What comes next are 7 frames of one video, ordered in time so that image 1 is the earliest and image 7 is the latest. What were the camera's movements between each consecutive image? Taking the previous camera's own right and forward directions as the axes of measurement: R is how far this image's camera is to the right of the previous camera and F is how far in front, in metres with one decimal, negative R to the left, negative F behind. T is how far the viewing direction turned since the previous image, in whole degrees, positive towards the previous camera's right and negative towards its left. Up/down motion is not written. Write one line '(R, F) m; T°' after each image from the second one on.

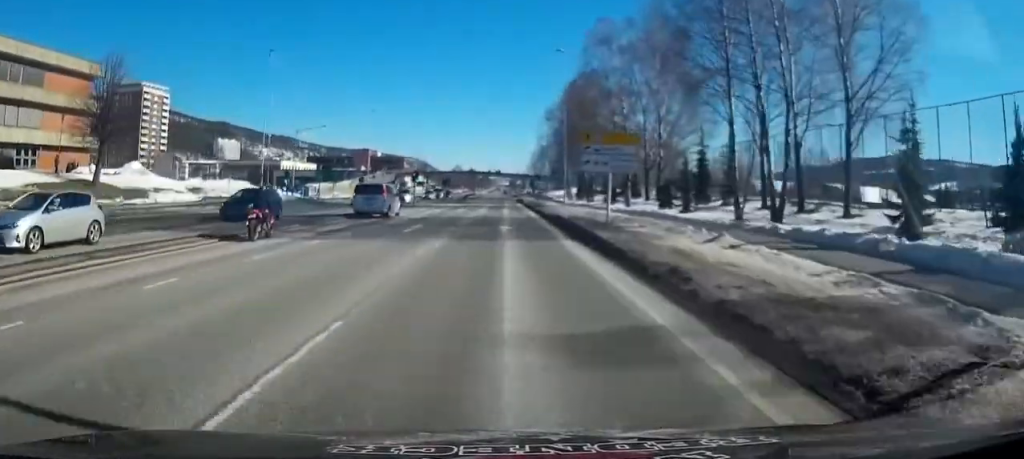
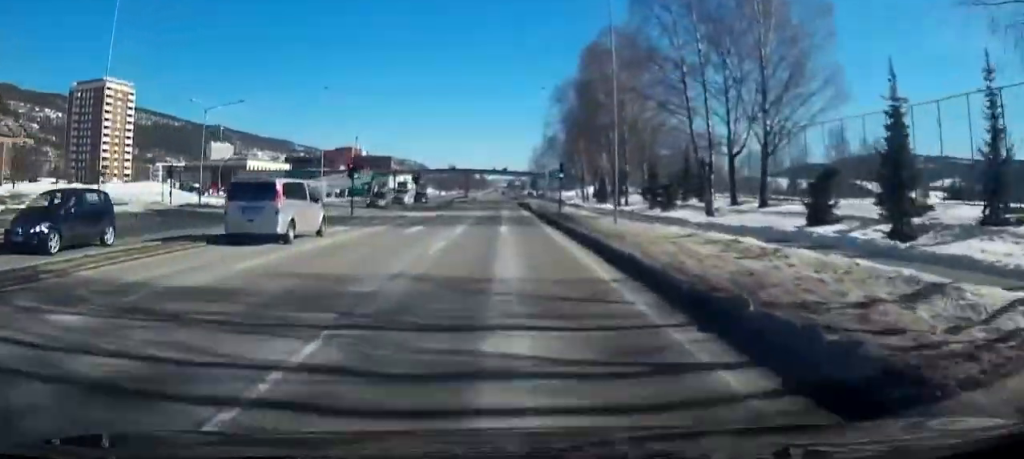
(-0.2, +24.1) m; 0°
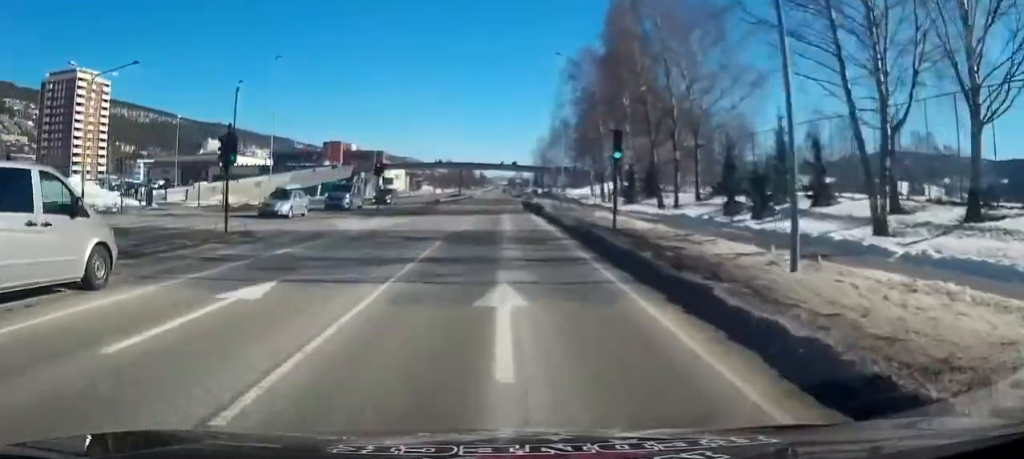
(+0.4, +17.5) m; 0°
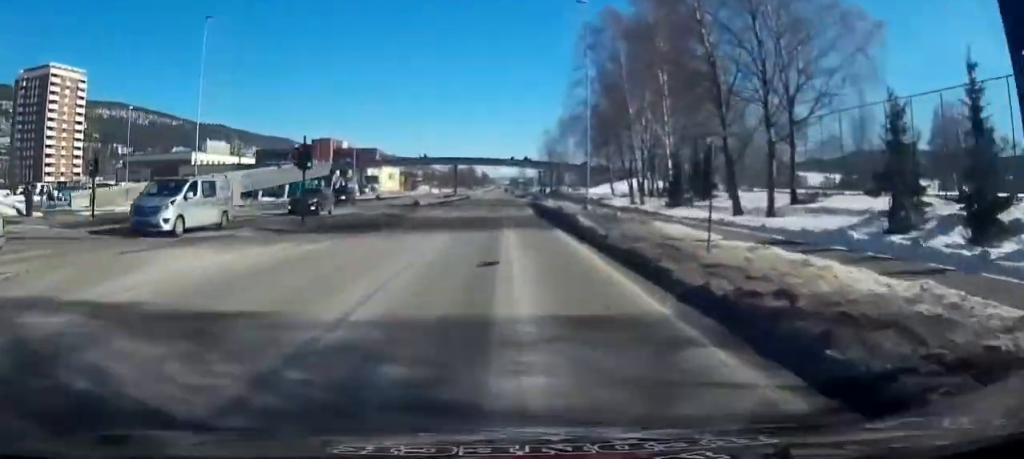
(-0.3, +15.6) m; -1°
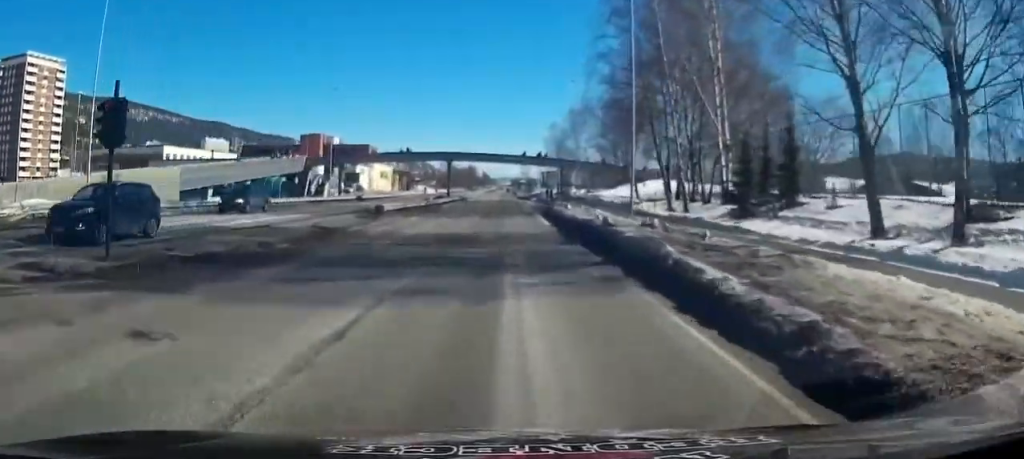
(0.0, +13.3) m; 0°
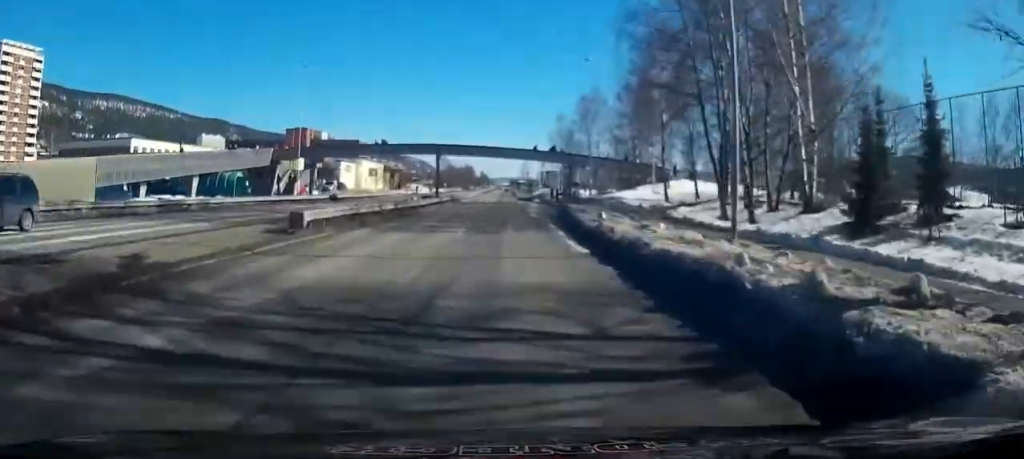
(0.0, +12.1) m; 0°
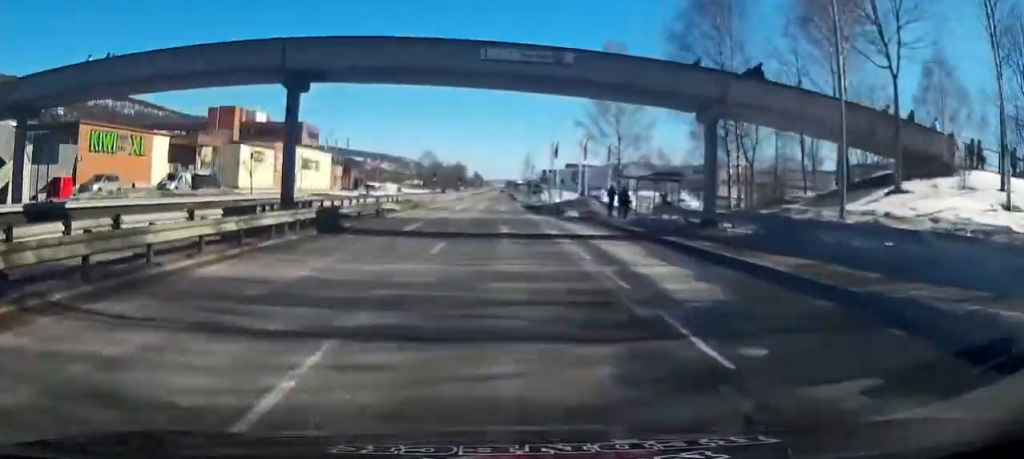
(-0.3, +48.1) m; -1°
